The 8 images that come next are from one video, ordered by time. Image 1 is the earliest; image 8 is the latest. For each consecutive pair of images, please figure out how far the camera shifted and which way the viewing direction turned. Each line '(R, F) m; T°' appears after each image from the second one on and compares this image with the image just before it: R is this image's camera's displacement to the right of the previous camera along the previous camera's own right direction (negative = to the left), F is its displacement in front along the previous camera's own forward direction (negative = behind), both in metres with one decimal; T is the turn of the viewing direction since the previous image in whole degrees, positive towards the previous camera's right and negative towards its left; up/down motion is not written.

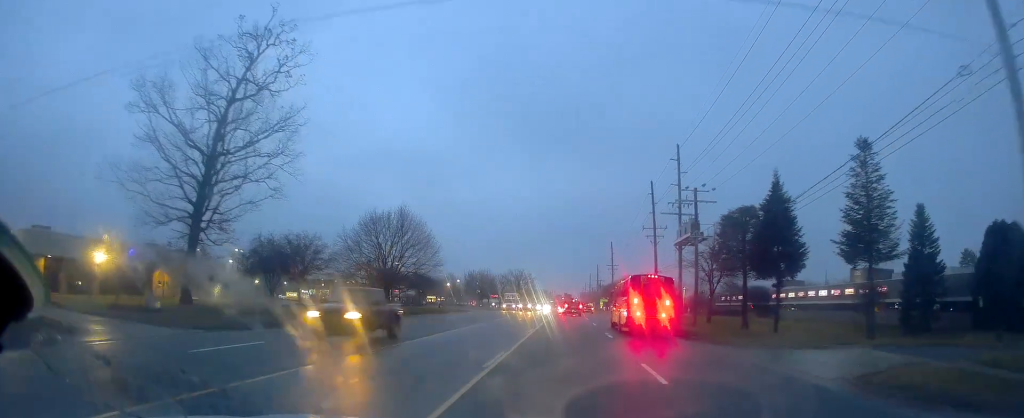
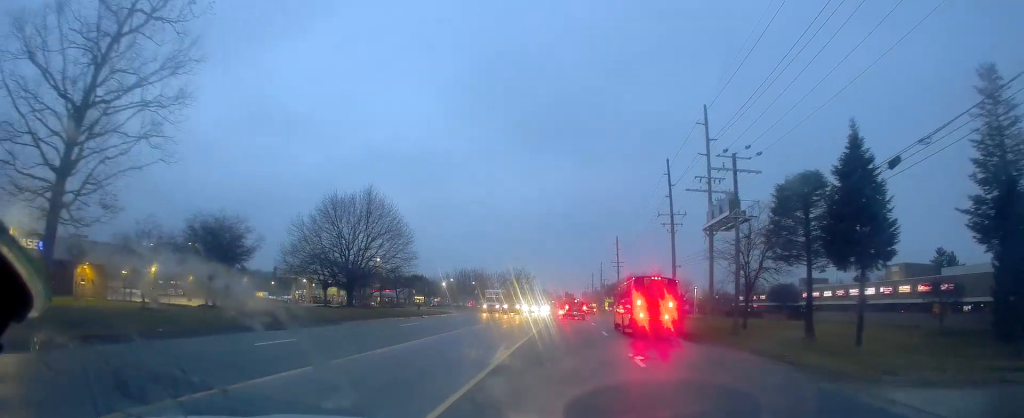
(+0.6, +13.0) m; +3°
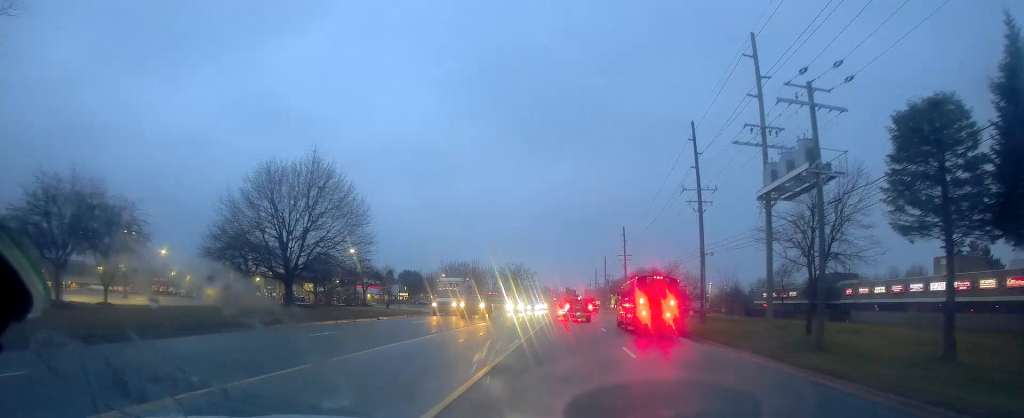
(-0.2, +14.3) m; -2°
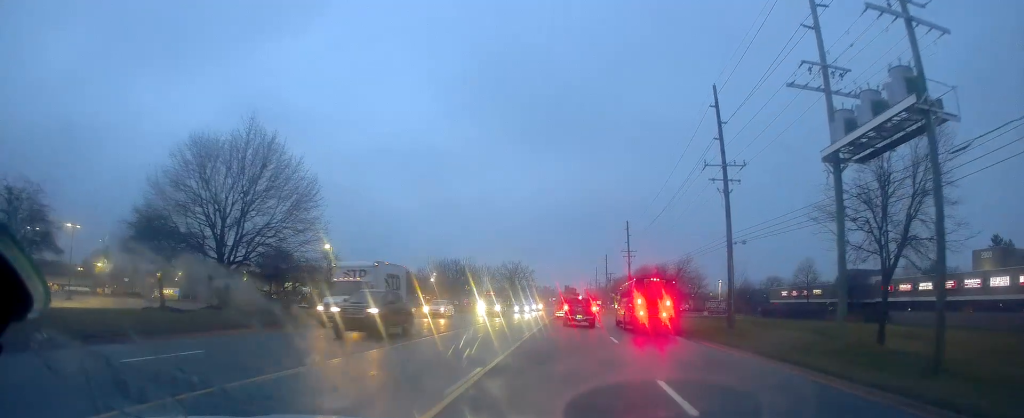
(-0.2, +10.1) m; 0°
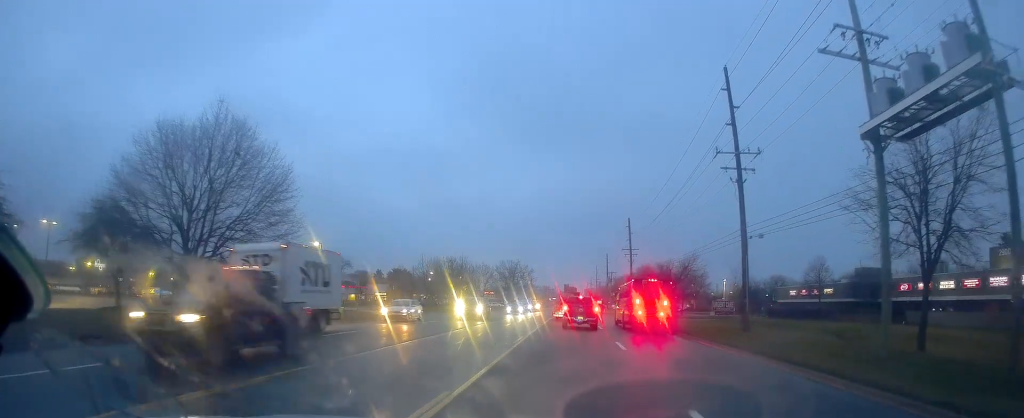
(+0.1, +3.9) m; +1°
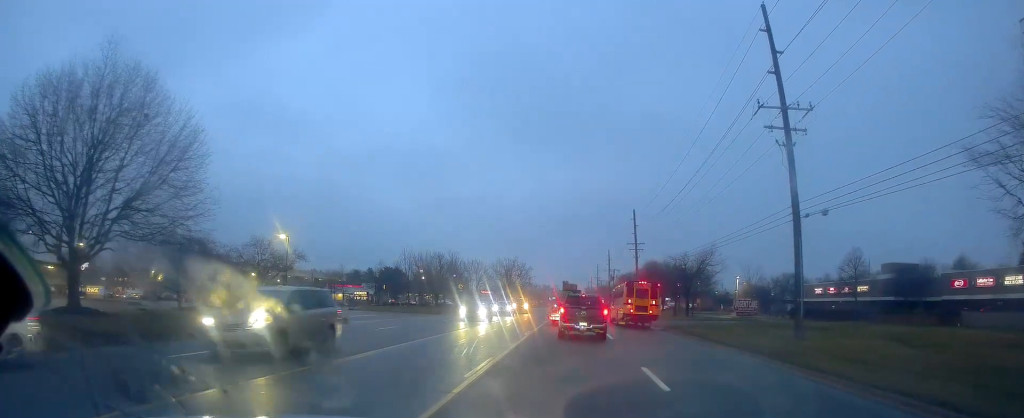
(+0.2, +10.8) m; +1°
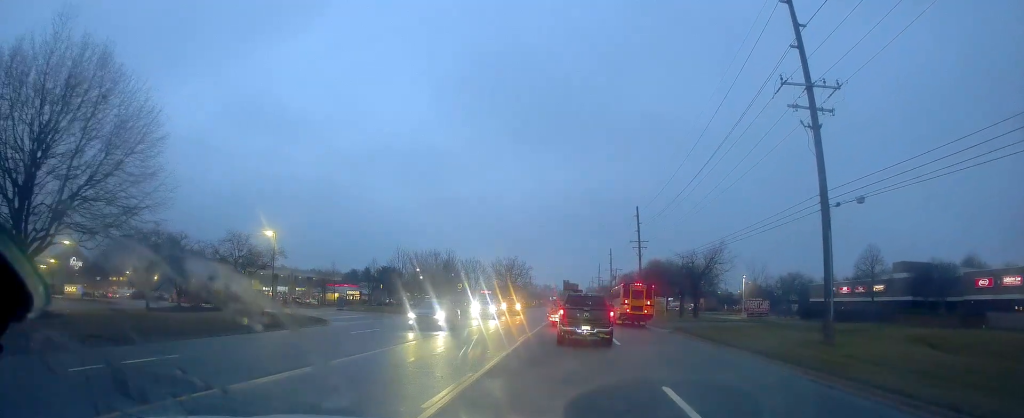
(0.0, +3.8) m; 0°
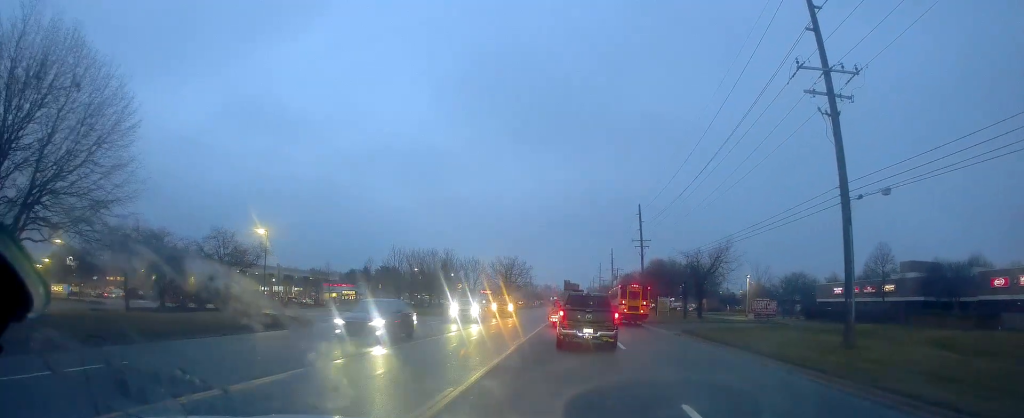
(0.0, +2.4) m; 0°
